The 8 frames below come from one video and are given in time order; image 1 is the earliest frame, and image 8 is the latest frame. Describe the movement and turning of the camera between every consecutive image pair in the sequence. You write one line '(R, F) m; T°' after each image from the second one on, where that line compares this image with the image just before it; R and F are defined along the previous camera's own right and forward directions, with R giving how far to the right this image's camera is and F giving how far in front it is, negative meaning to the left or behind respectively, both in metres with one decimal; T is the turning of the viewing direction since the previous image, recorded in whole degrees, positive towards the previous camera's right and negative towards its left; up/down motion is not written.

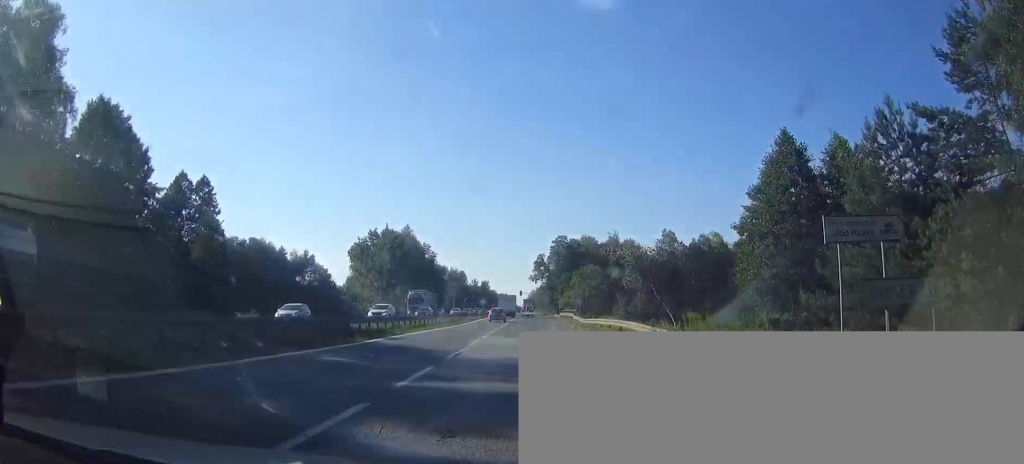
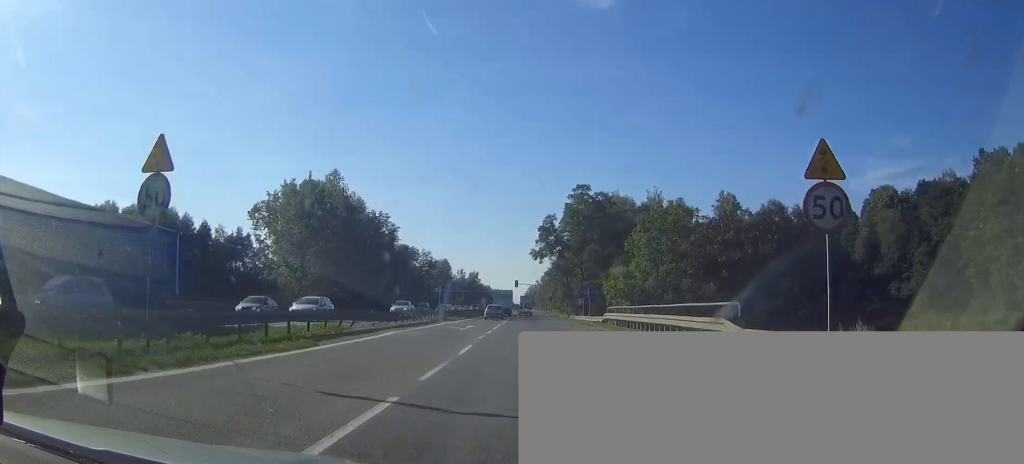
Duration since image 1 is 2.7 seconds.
(0.0, +54.0) m; 0°
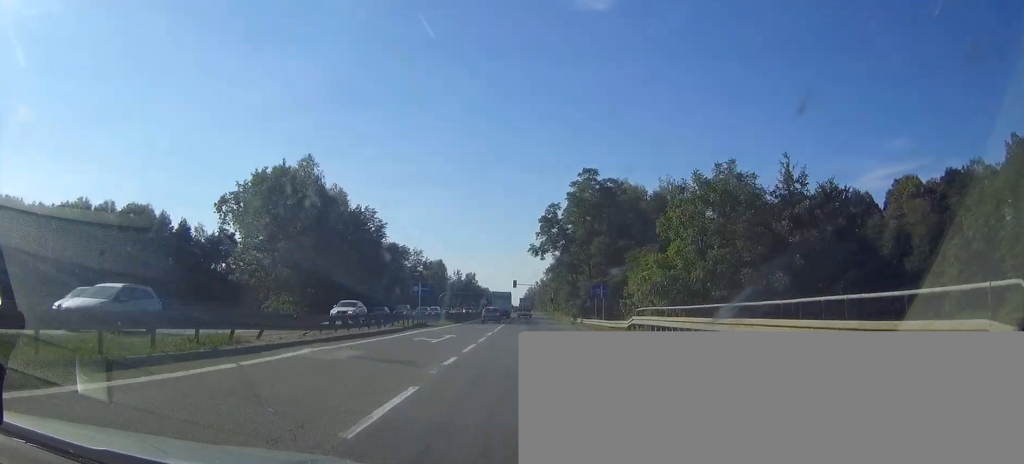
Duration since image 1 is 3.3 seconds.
(0.0, +10.7) m; -1°
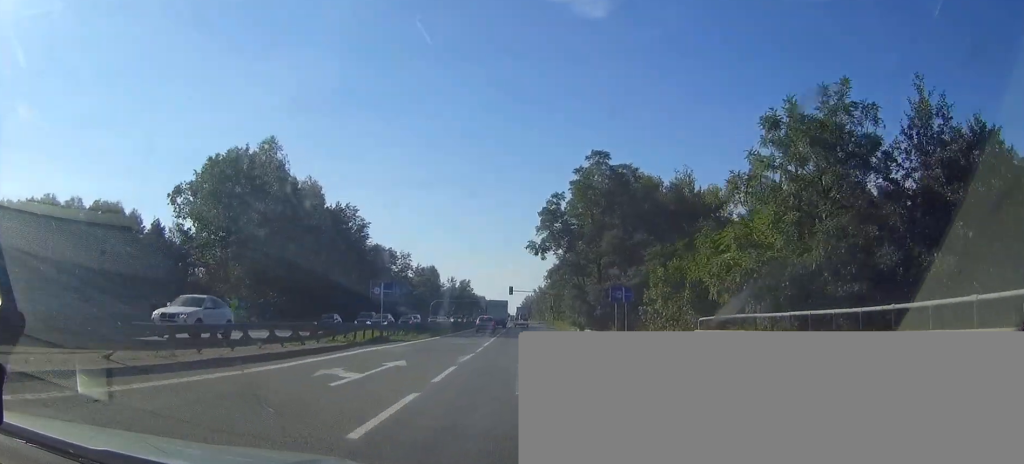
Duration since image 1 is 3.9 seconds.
(+0.1, +11.9) m; -1°
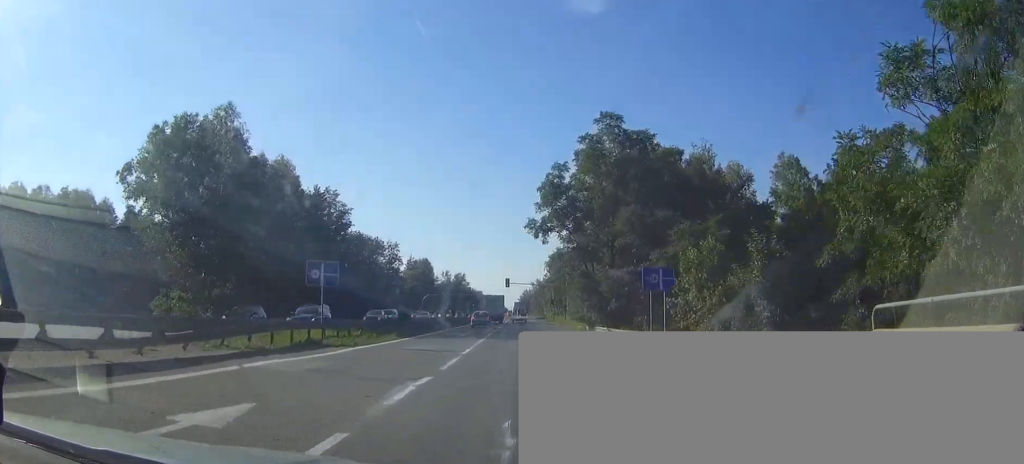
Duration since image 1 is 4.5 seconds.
(-0.3, +10.4) m; +1°
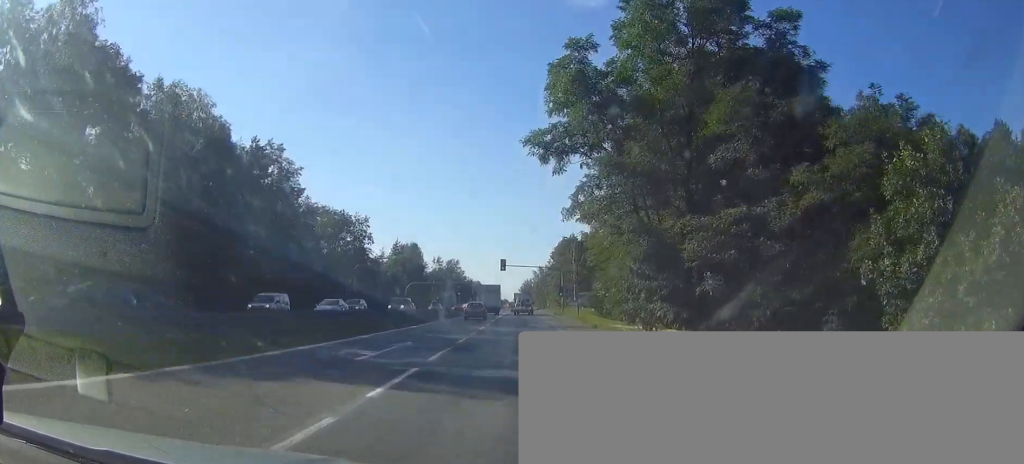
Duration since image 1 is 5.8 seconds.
(+1.0, +24.0) m; +2°
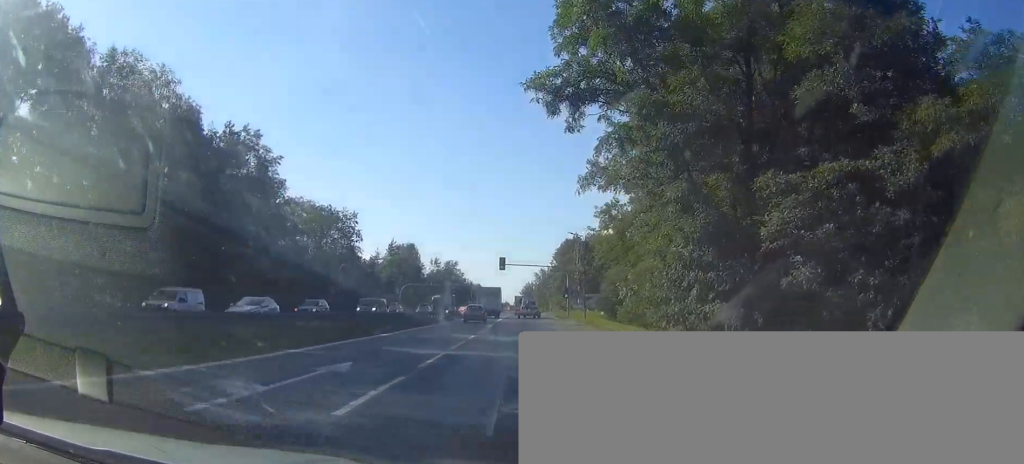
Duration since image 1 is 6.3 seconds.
(-0.2, +7.6) m; -1°
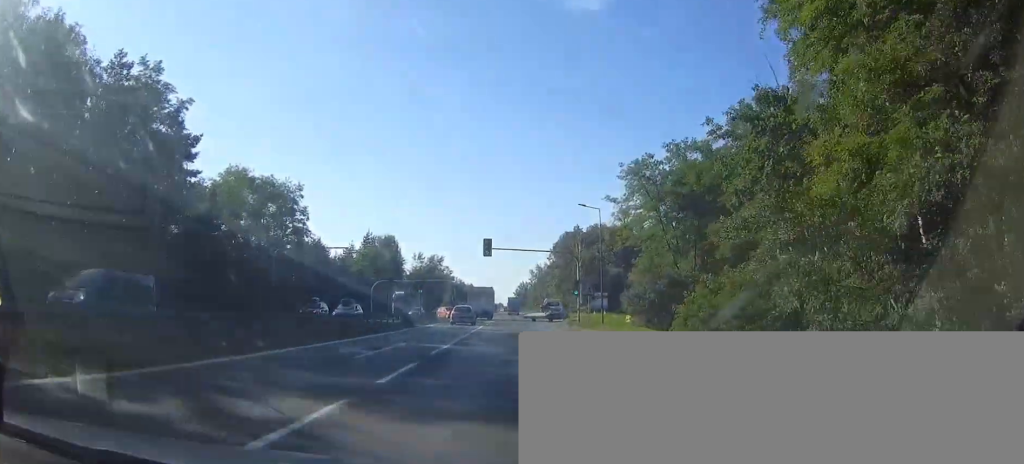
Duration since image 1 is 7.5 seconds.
(-0.4, +21.1) m; -1°
